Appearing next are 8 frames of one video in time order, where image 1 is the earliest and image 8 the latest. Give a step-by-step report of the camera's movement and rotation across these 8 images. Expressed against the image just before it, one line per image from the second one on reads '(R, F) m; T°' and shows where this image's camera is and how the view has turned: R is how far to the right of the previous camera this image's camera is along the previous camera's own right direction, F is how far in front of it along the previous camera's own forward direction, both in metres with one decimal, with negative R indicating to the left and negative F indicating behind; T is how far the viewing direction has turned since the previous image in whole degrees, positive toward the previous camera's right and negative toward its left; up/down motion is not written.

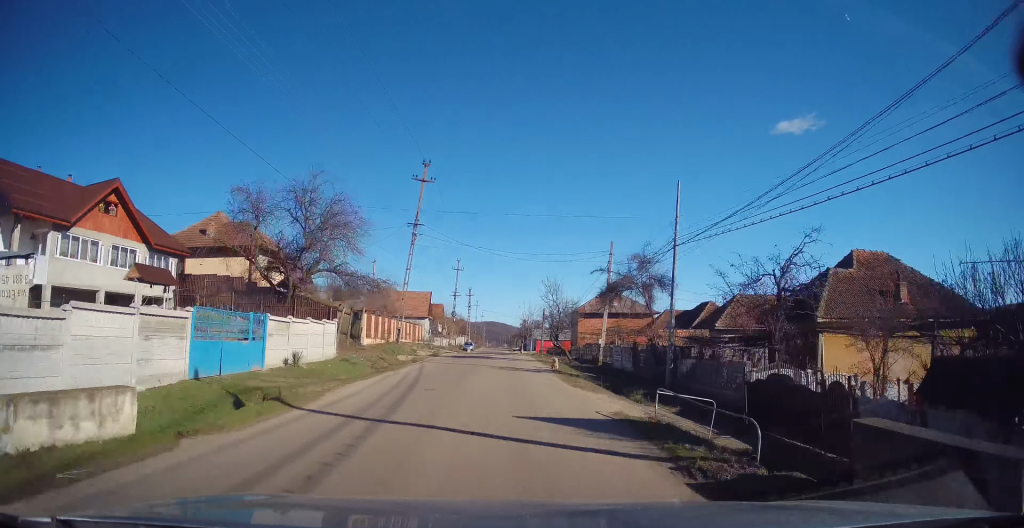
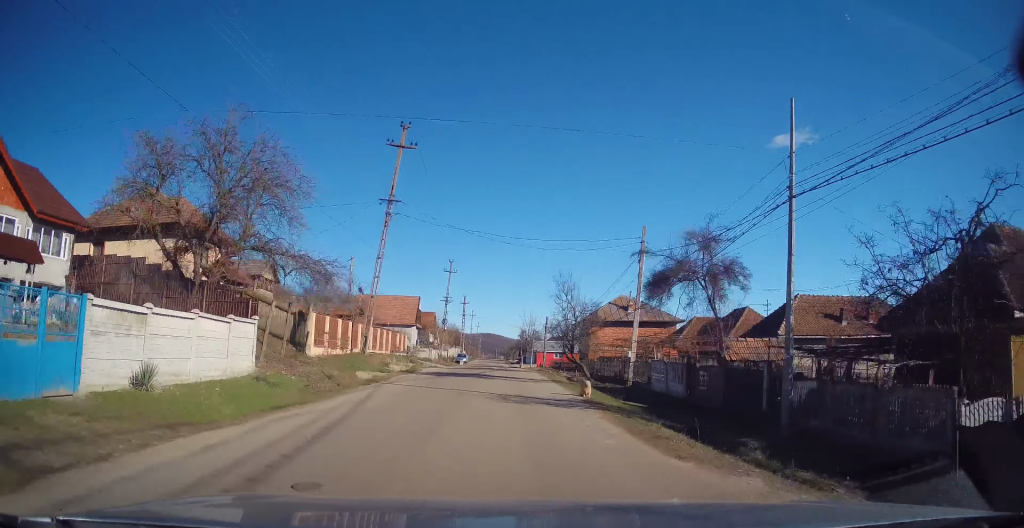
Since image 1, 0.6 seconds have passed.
(+0.2, +8.4) m; +2°
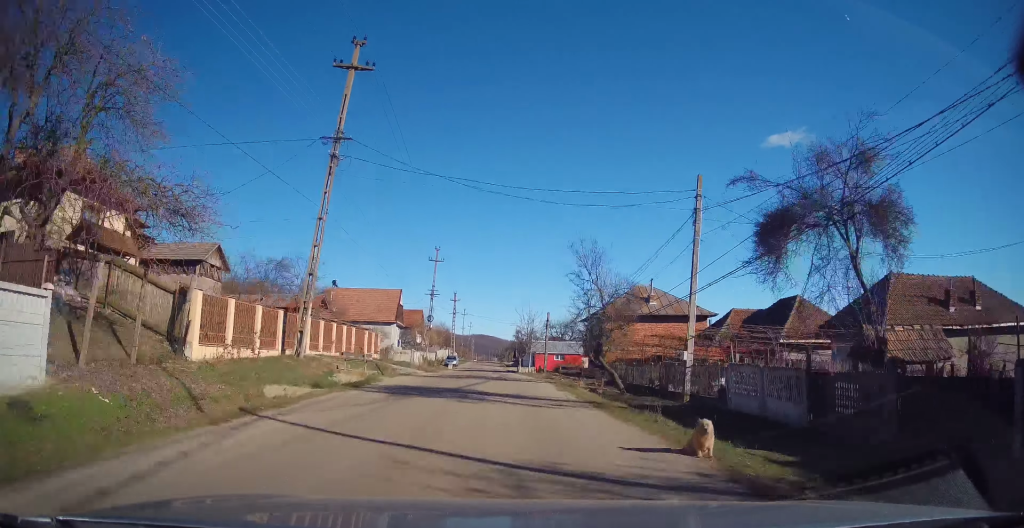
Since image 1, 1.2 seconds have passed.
(+0.1, +8.6) m; -1°
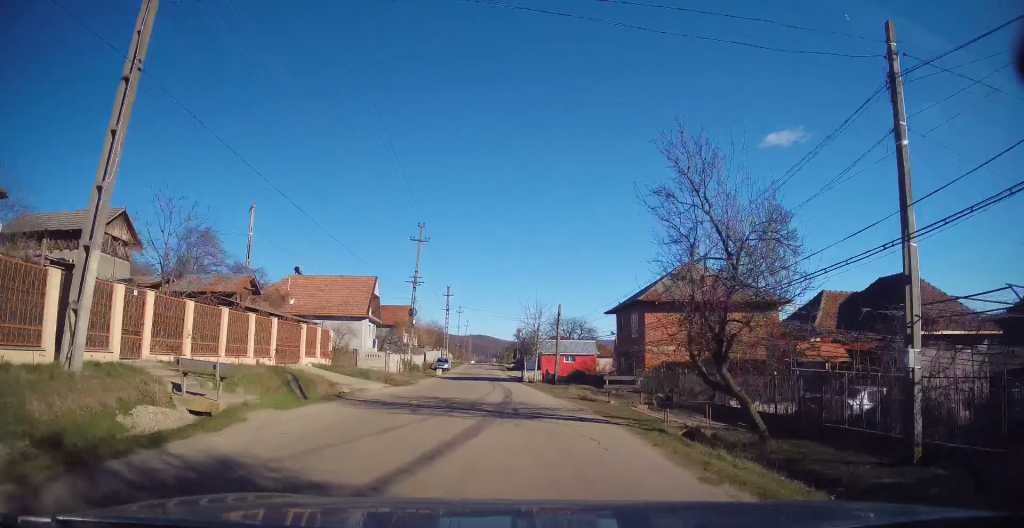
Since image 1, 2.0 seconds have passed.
(0.0, +11.2) m; -1°
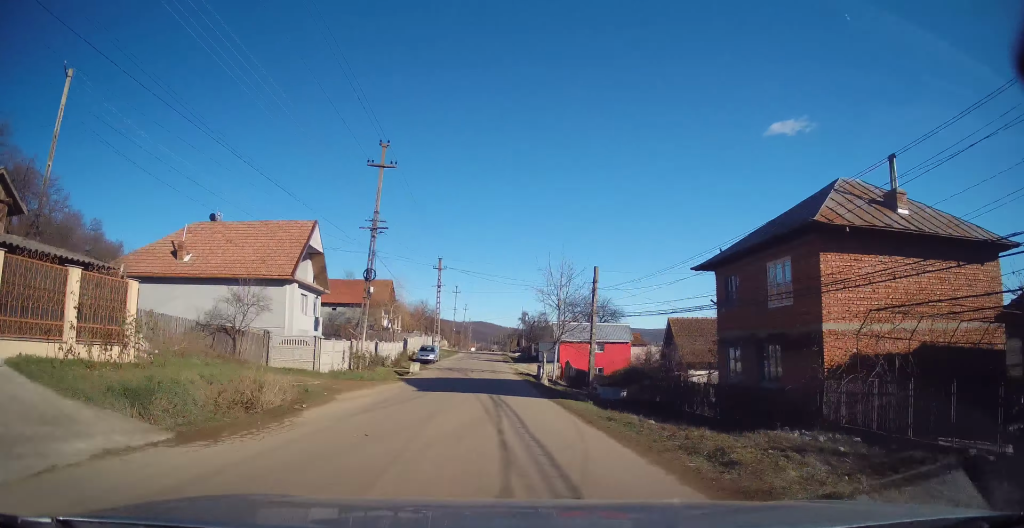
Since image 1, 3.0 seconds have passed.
(-0.2, +16.0) m; +1°
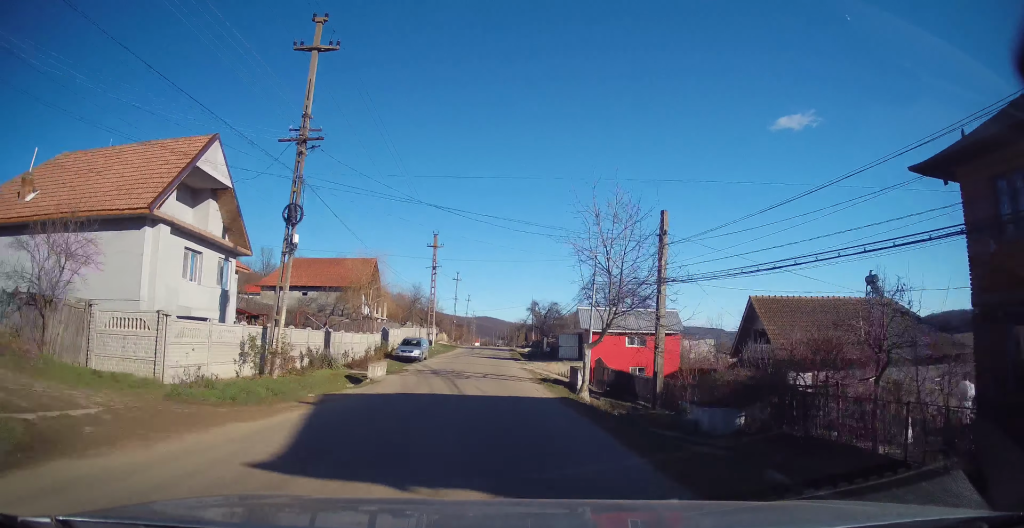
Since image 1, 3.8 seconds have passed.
(+0.4, +11.7) m; 0°
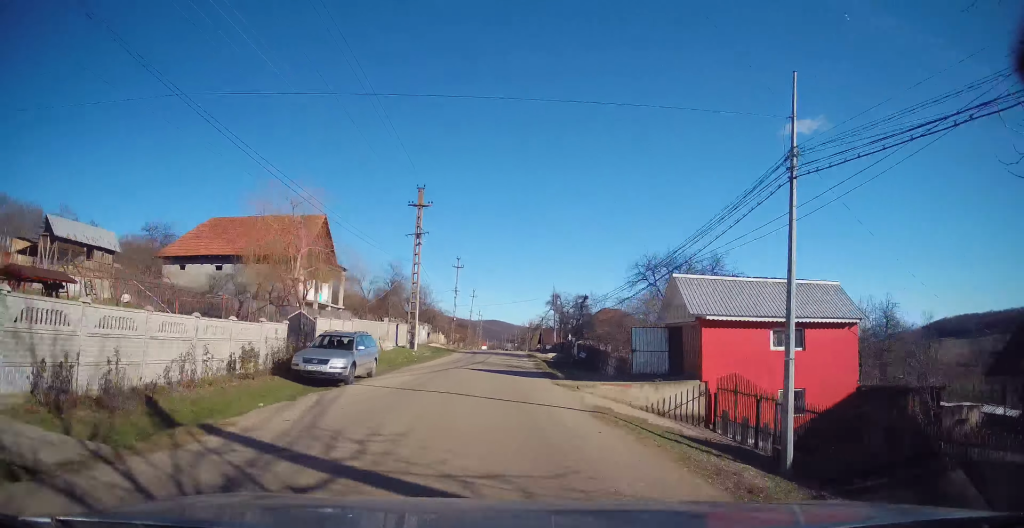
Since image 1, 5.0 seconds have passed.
(-0.7, +18.5) m; -2°
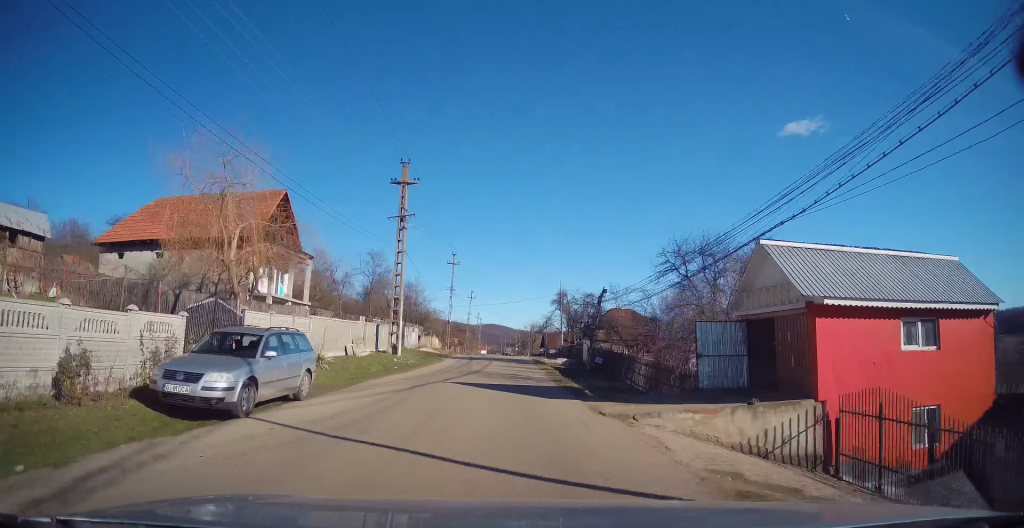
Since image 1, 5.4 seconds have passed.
(0.0, +6.7) m; 0°
